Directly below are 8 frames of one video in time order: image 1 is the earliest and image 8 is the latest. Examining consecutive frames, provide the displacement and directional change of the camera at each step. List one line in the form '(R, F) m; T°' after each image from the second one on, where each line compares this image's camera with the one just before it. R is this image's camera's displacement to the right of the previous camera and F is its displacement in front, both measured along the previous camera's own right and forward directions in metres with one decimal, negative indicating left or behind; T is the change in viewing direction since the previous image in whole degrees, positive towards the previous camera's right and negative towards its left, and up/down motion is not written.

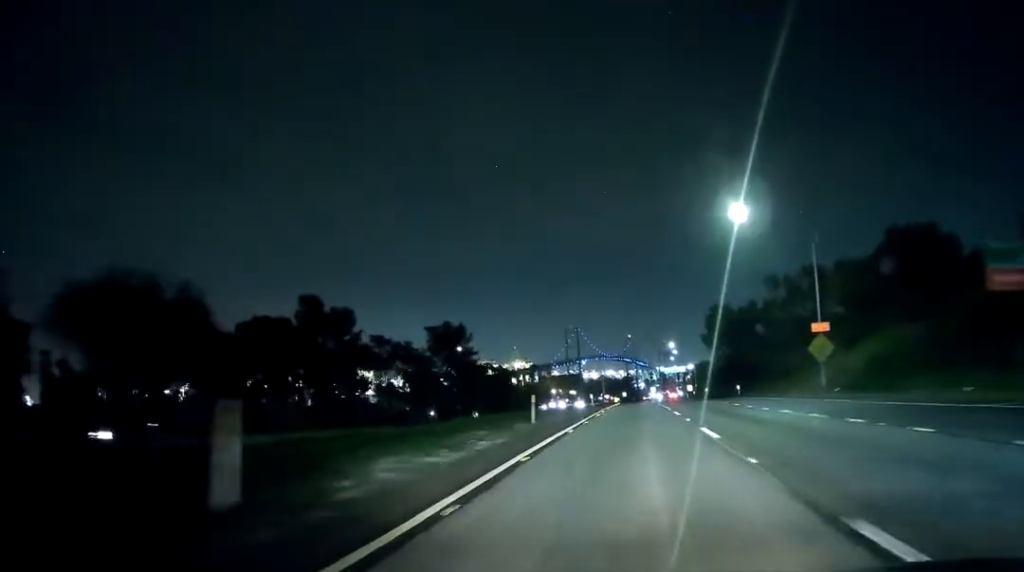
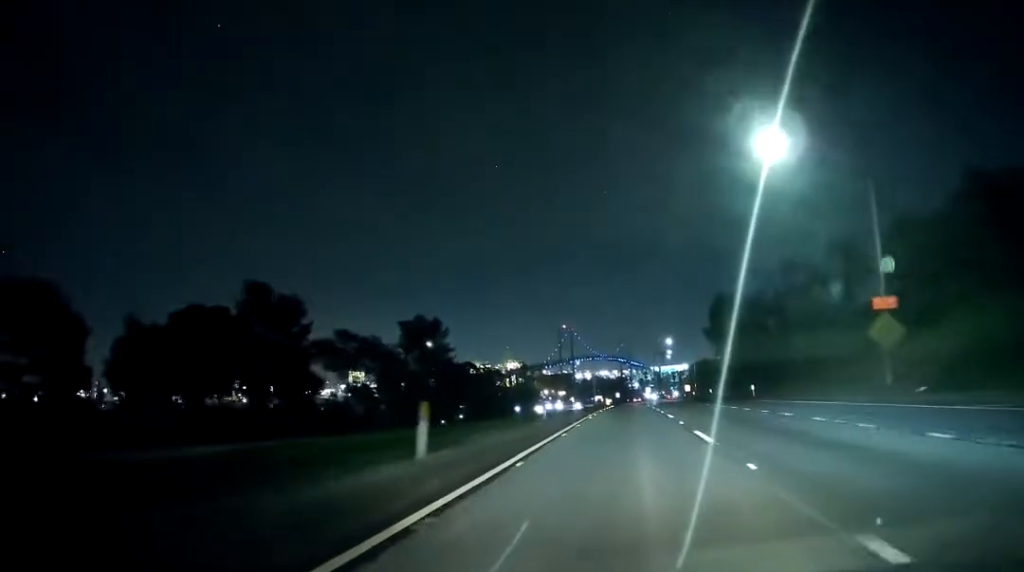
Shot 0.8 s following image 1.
(+0.1, +15.2) m; 0°
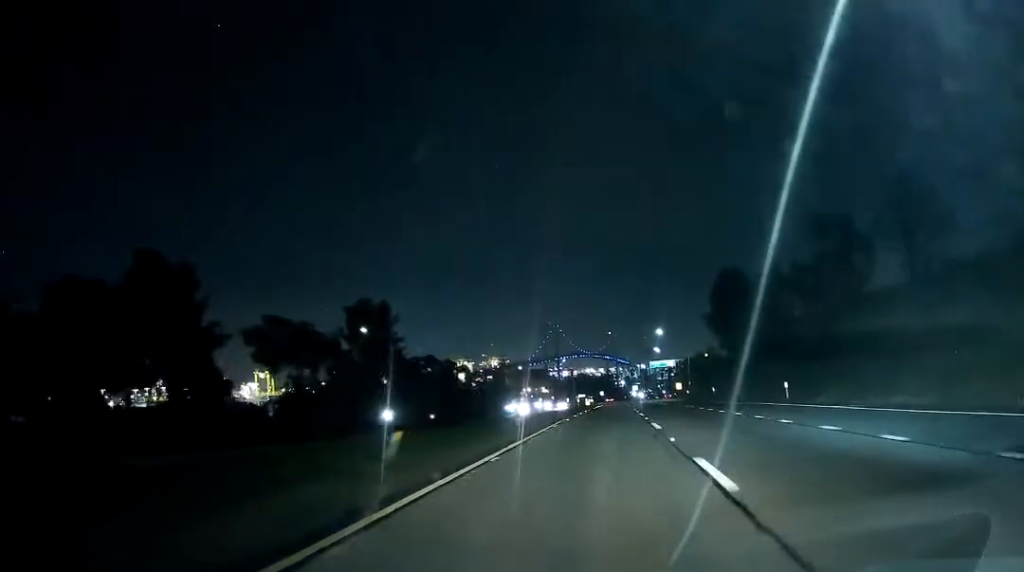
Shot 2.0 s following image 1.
(0.0, +23.3) m; +1°
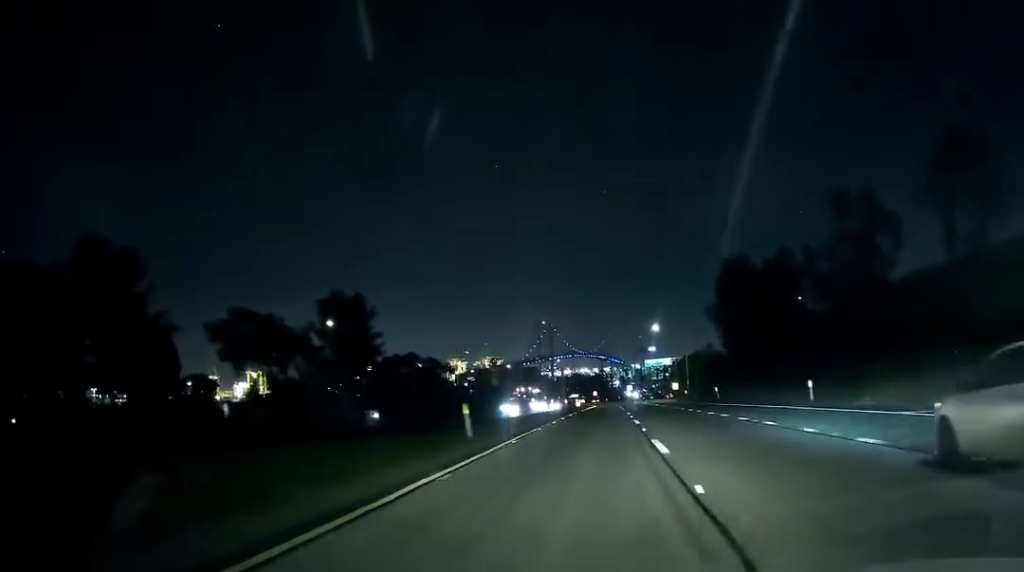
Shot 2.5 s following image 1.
(+0.2, +8.4) m; 0°
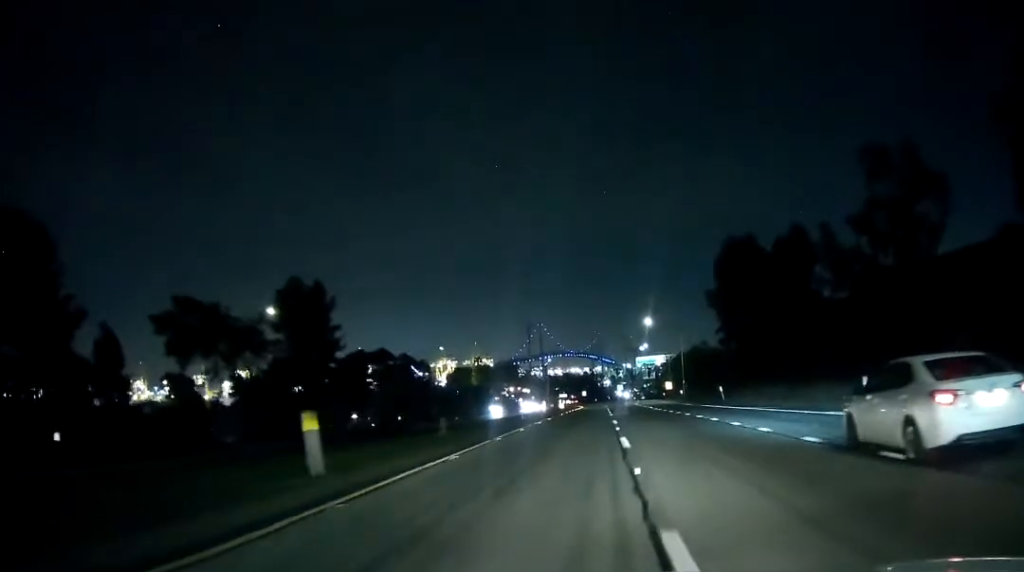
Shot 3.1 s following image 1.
(+0.1, +12.1) m; 0°
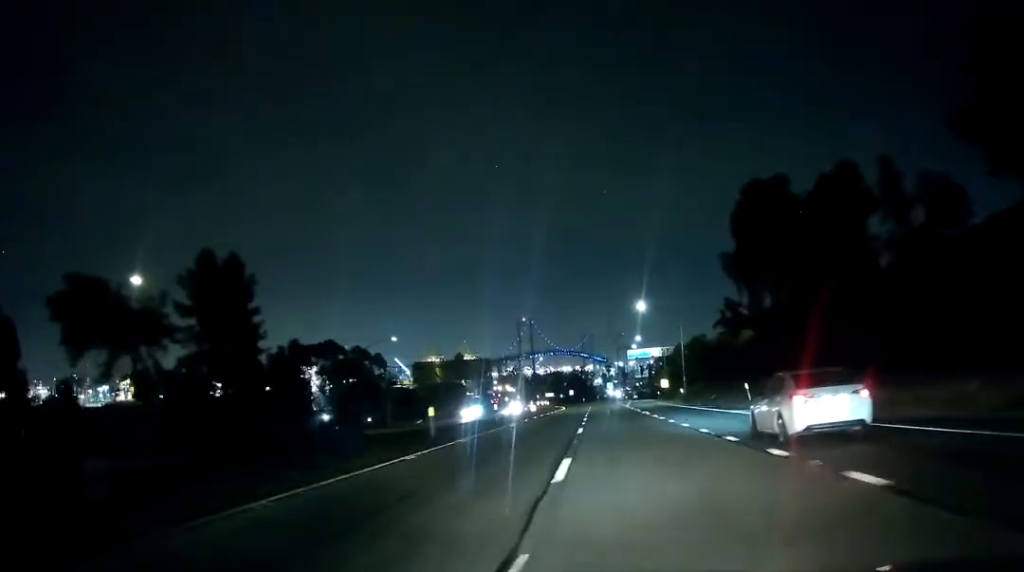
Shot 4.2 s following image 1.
(0.0, +20.2) m; +1°
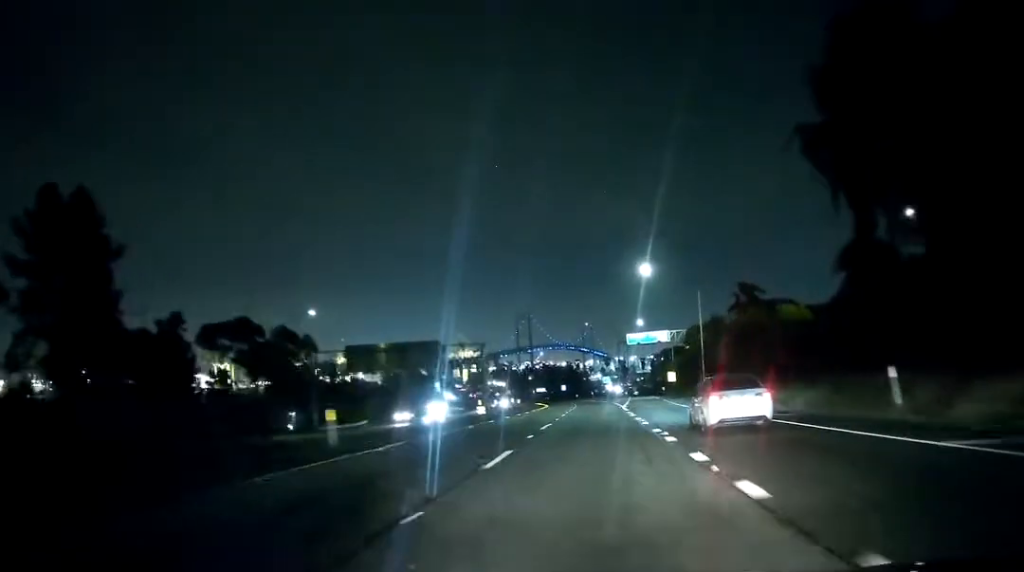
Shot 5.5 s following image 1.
(+0.1, +26.5) m; 0°
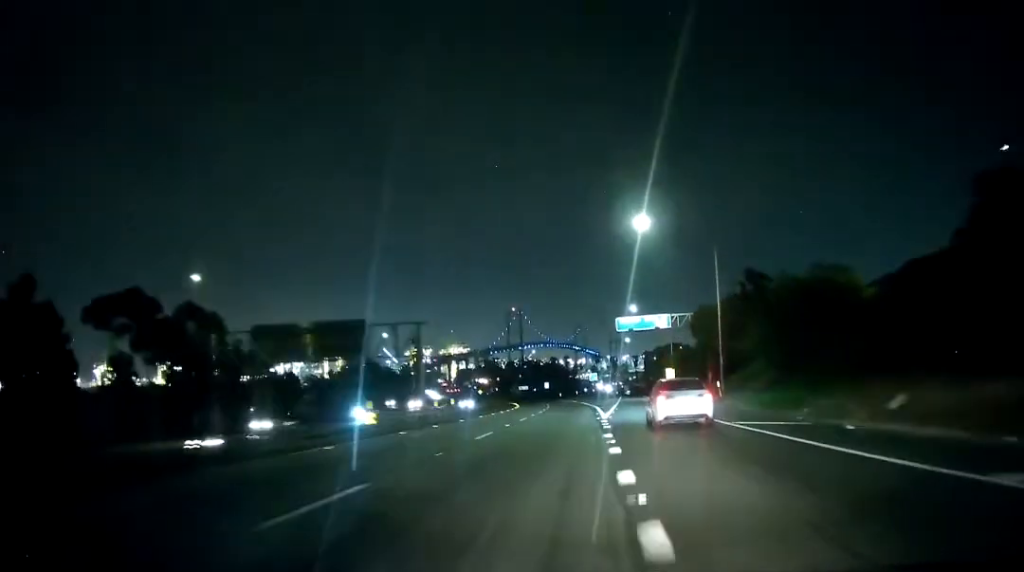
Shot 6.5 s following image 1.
(0.0, +20.6) m; 0°
